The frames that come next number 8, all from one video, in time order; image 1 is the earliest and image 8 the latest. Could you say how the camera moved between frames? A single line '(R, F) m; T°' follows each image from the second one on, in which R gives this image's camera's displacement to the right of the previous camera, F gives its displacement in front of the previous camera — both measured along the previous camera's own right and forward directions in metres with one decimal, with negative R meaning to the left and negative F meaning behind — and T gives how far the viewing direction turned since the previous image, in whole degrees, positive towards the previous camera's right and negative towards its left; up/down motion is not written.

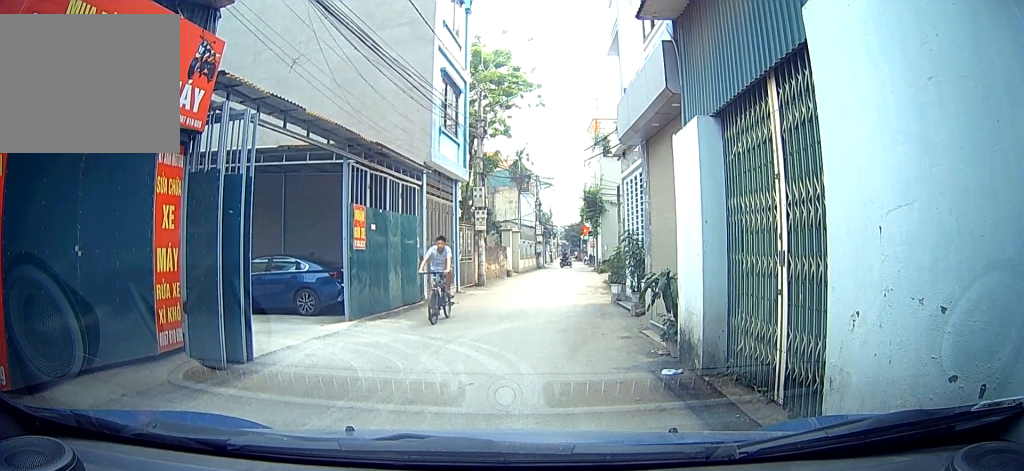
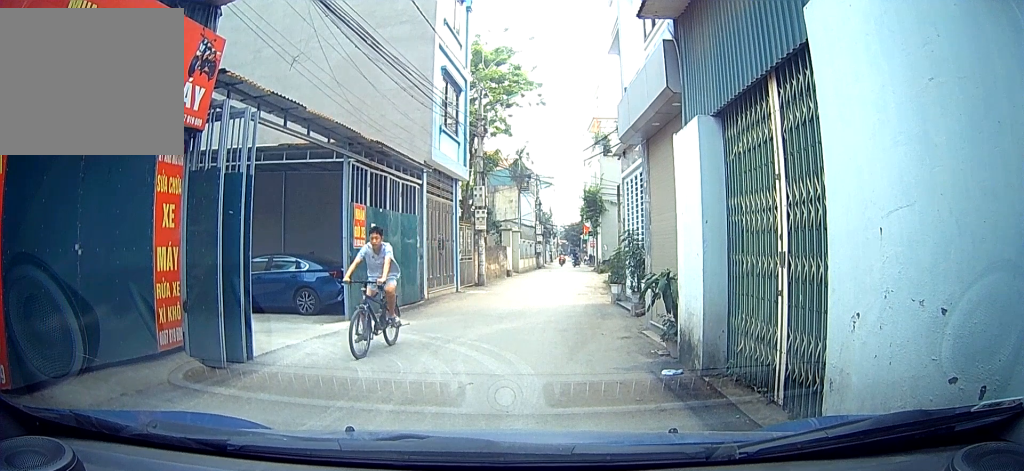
(0.0, 0.0) m; 0°
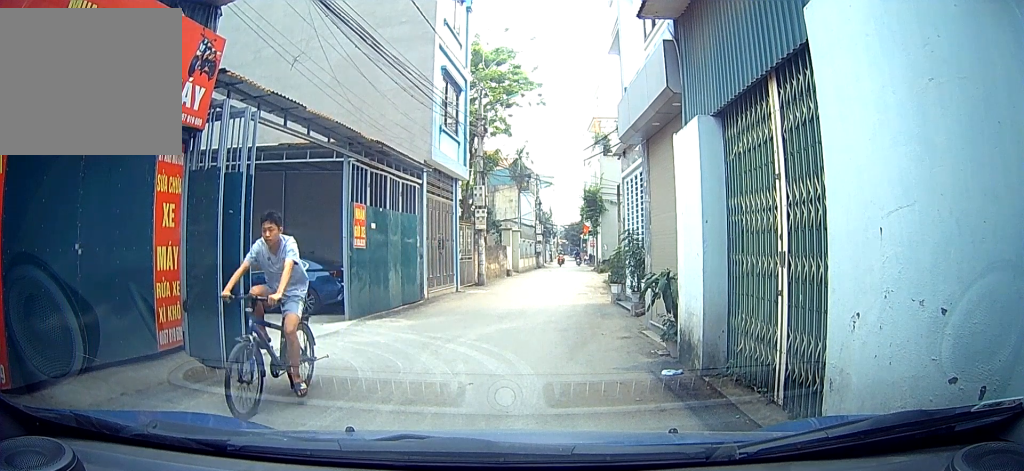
(0.0, 0.0) m; 0°
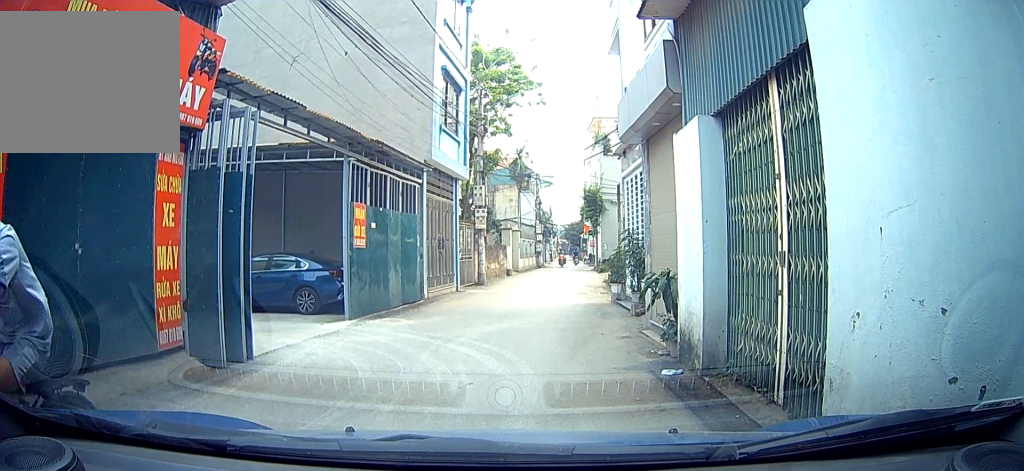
(0.0, 0.0) m; 0°
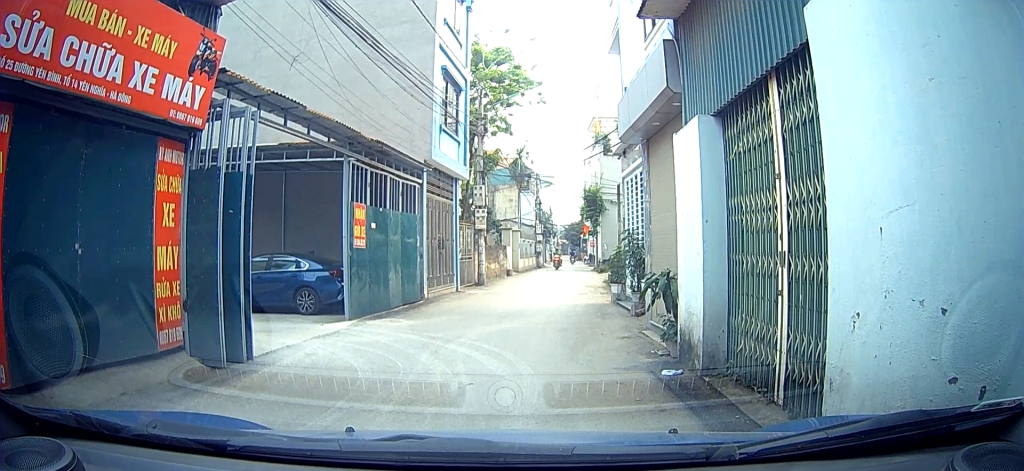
(0.0, 0.0) m; 0°
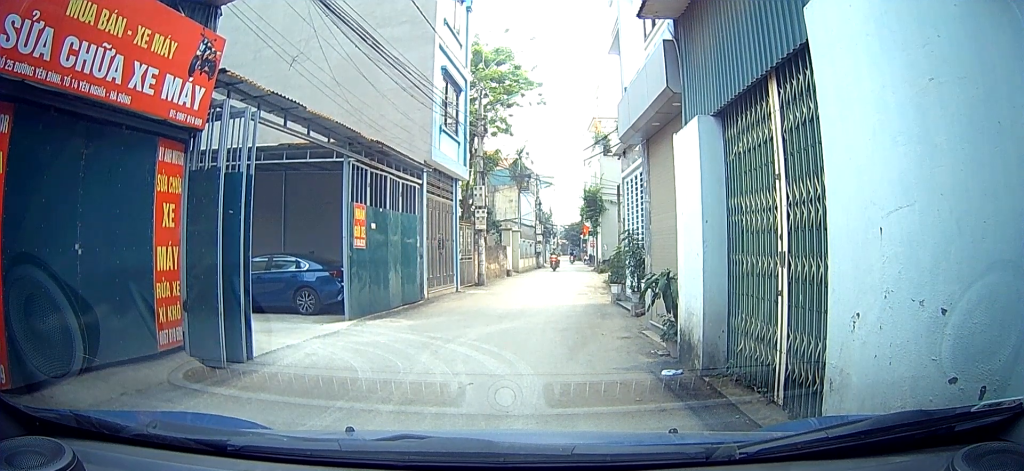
(0.0, 0.0) m; 0°
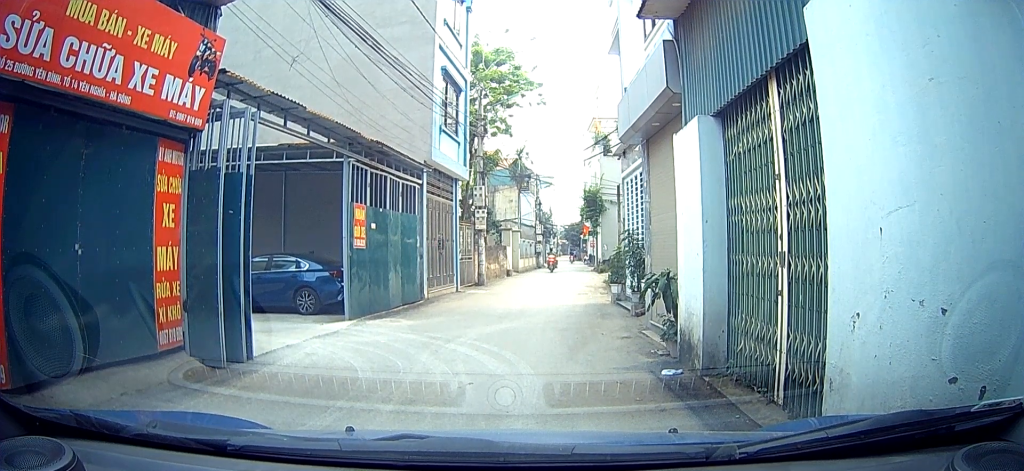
(0.0, 0.0) m; 0°
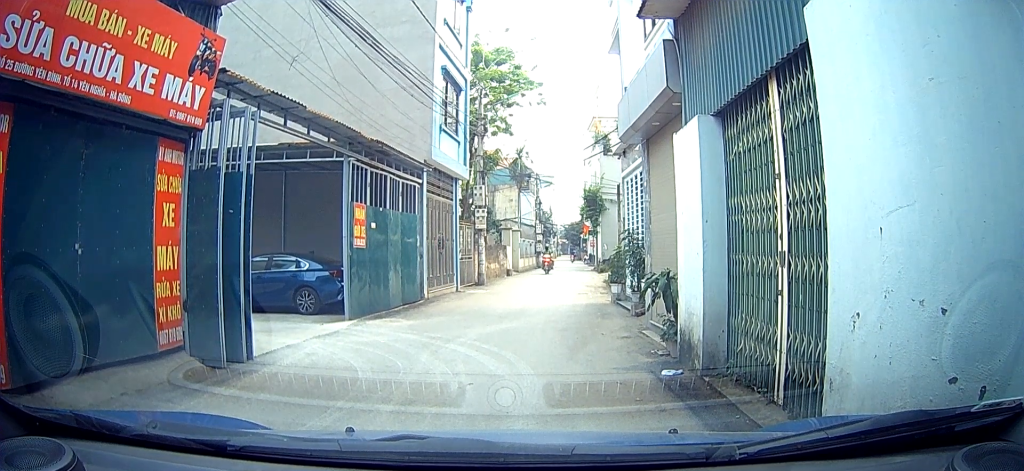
(0.0, 0.0) m; 0°
